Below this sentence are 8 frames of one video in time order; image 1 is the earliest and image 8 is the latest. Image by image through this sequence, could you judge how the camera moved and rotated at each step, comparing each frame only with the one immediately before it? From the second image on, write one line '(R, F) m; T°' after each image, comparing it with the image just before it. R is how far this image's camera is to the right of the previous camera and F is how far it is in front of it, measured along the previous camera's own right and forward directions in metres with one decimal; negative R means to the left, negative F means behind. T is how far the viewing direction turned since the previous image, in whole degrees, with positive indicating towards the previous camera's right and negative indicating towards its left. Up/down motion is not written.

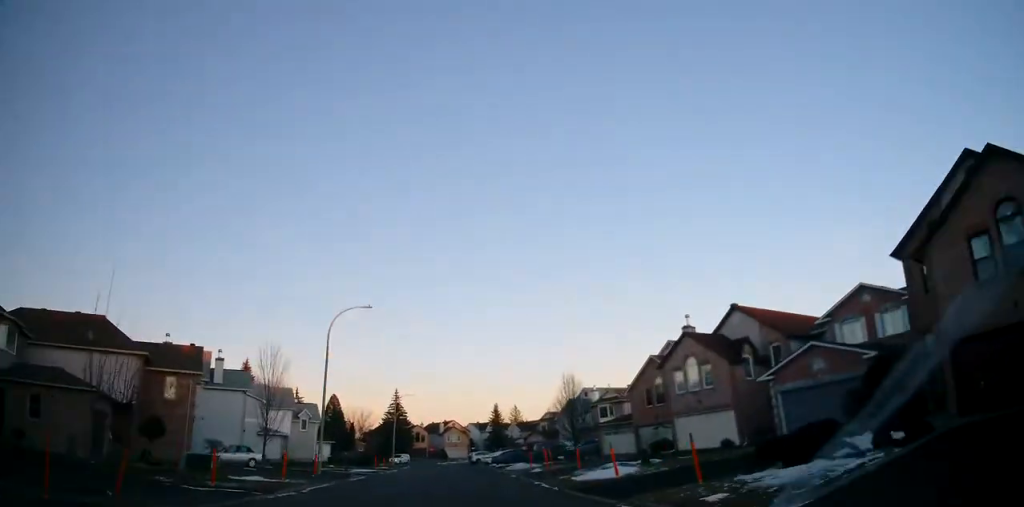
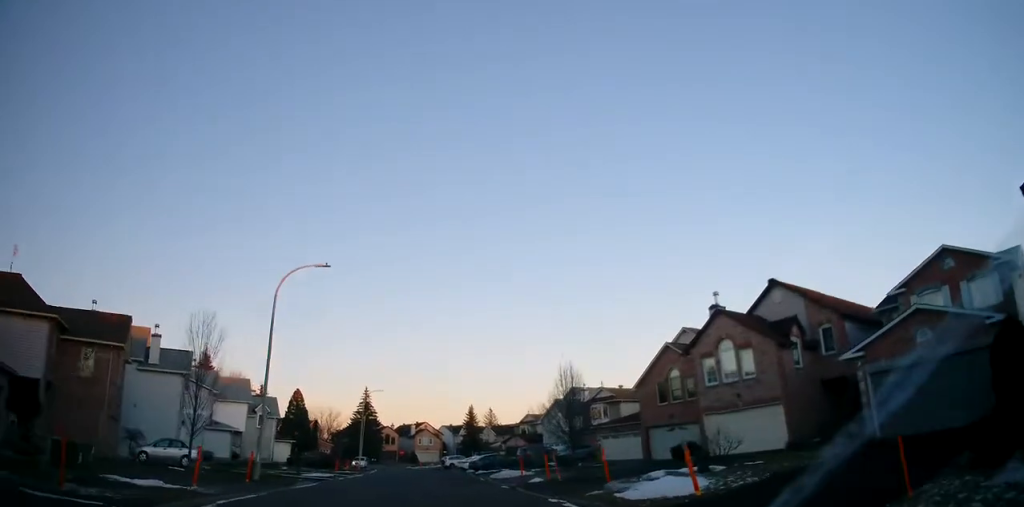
(0.0, +7.5) m; 0°
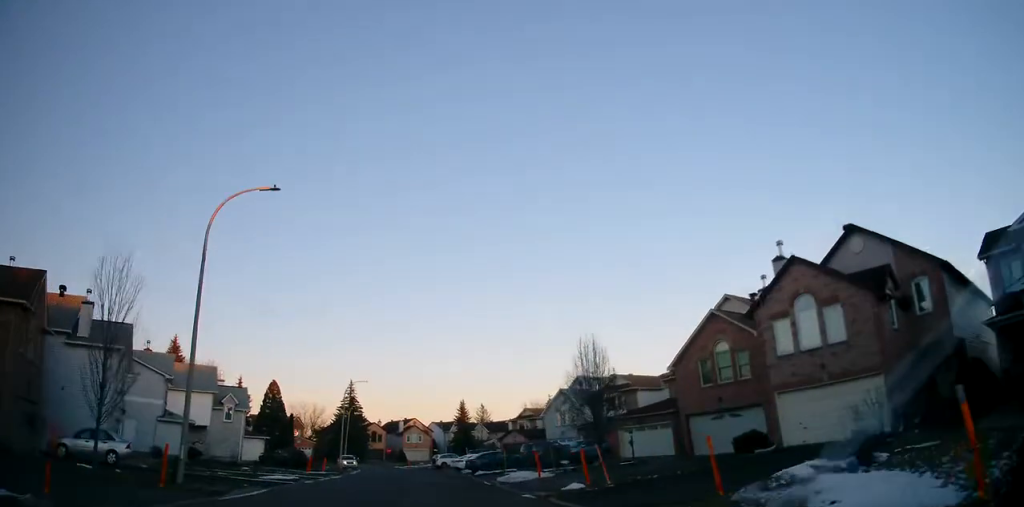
(0.0, +8.0) m; 0°
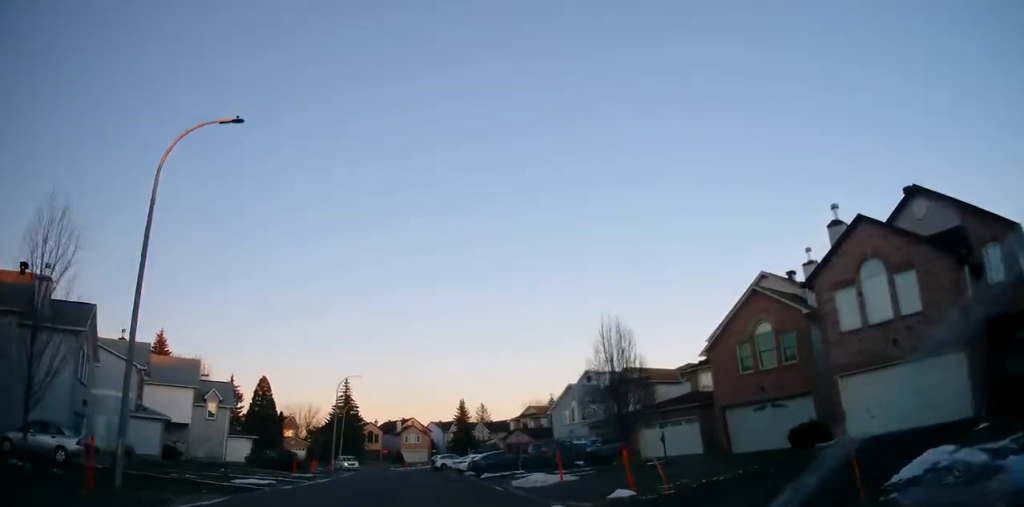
(0.0, +4.3) m; +2°
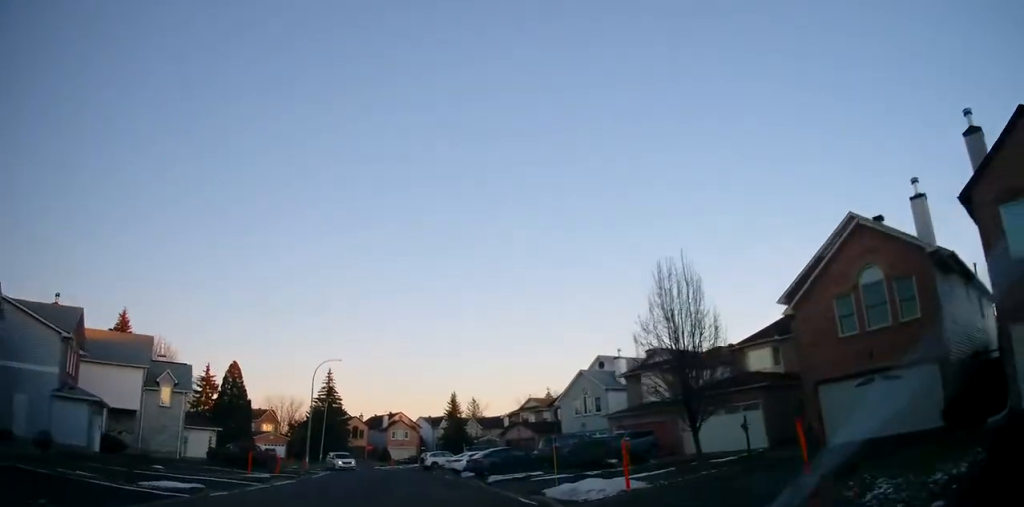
(+0.2, +8.2) m; +4°
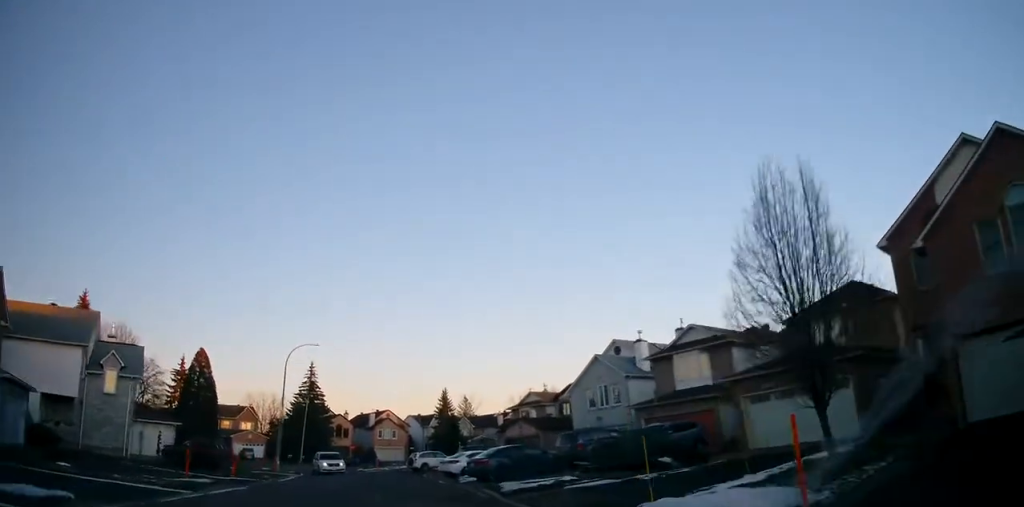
(+0.3, +7.5) m; +1°
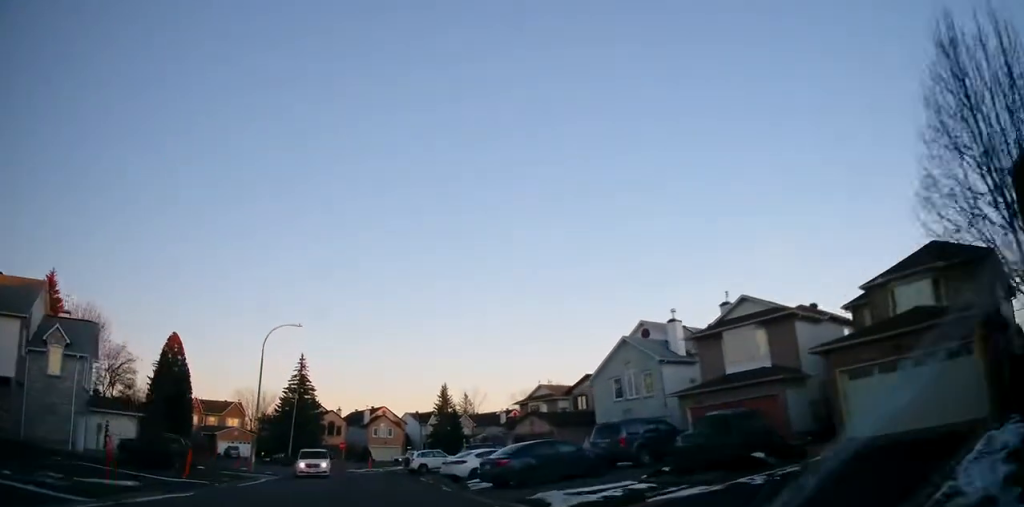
(+0.1, +6.4) m; -3°
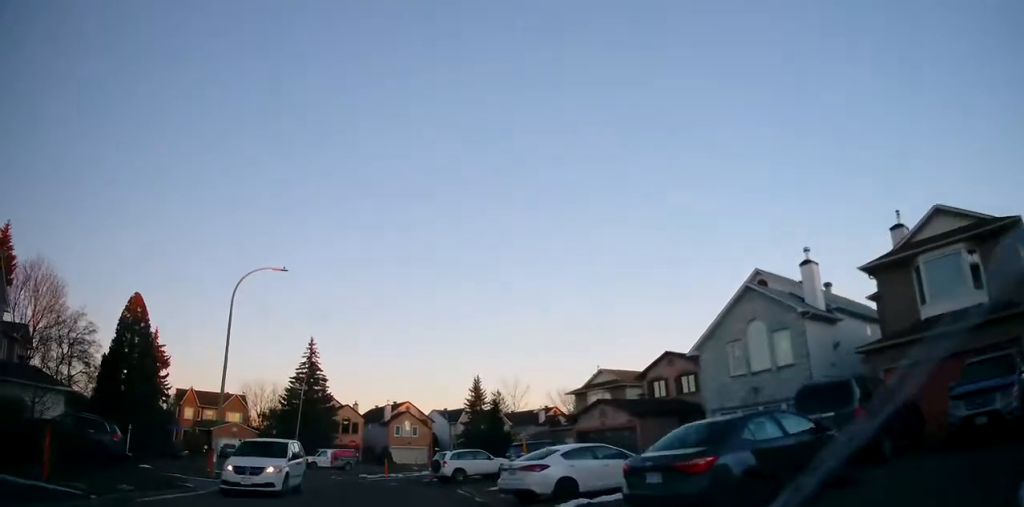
(-0.2, +11.9) m; 0°
